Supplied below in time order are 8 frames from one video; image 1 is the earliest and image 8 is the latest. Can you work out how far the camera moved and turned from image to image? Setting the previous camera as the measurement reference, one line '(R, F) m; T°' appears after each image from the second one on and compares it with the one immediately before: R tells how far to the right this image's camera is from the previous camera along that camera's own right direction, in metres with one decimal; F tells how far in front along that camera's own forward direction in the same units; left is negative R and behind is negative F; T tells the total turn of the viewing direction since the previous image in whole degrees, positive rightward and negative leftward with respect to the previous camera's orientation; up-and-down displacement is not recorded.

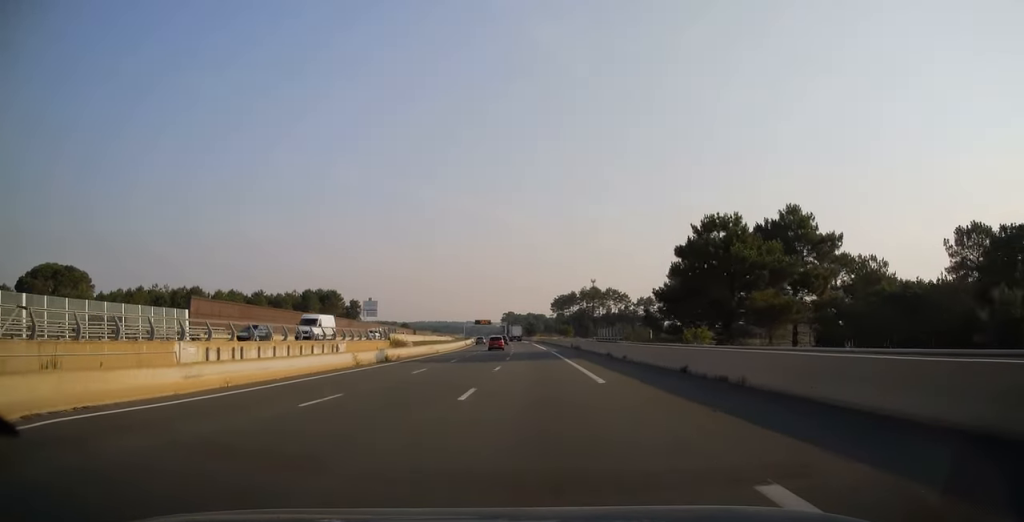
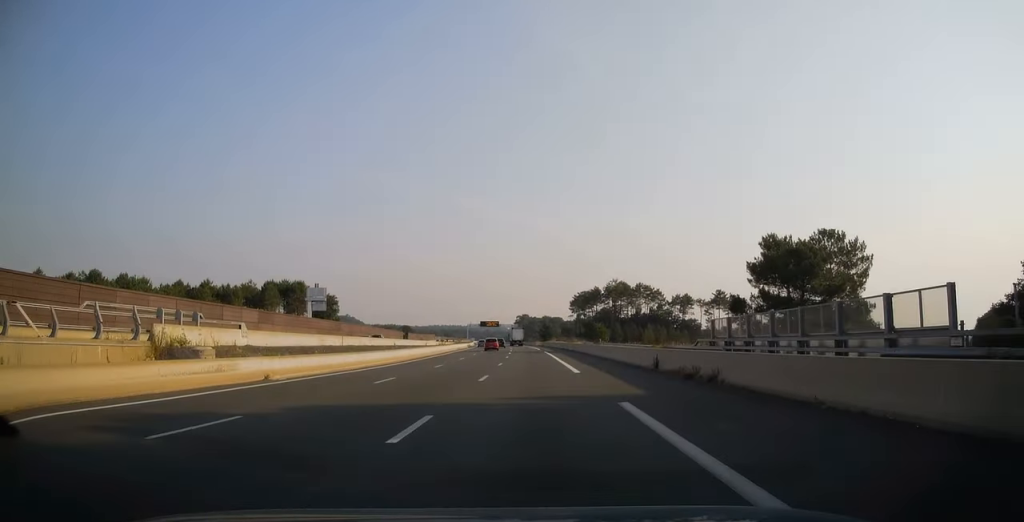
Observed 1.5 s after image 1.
(-0.6, +44.3) m; -2°
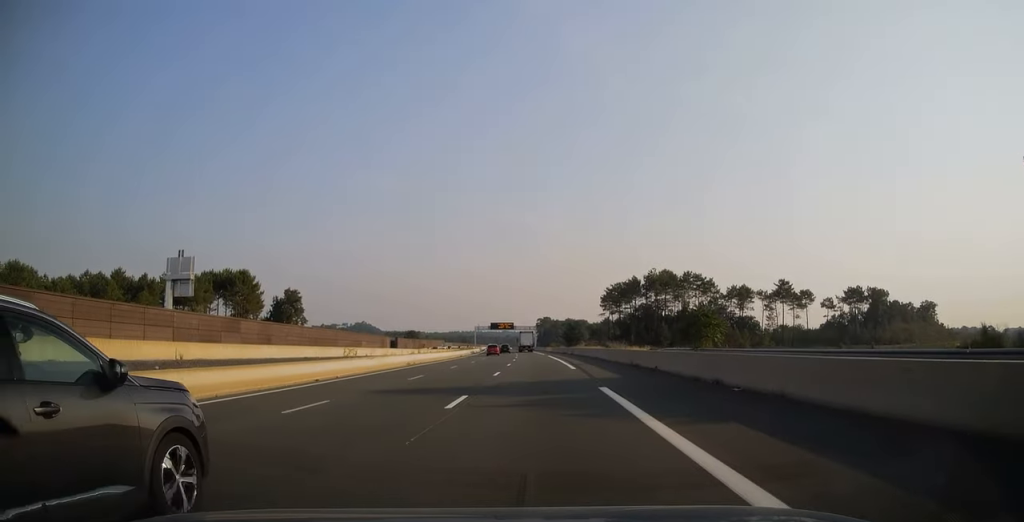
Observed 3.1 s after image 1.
(-0.8, +46.8) m; -2°
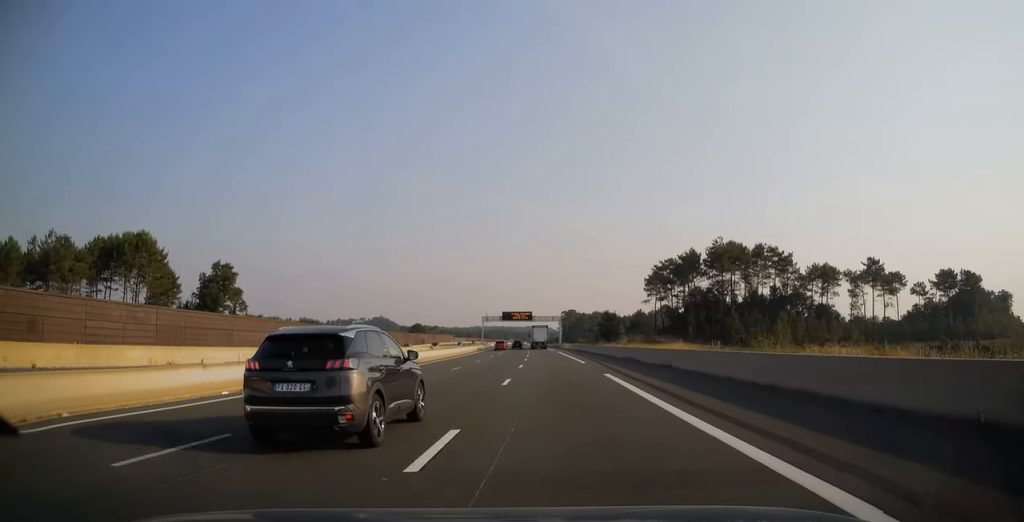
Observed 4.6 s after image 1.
(-0.9, +45.4) m; -2°
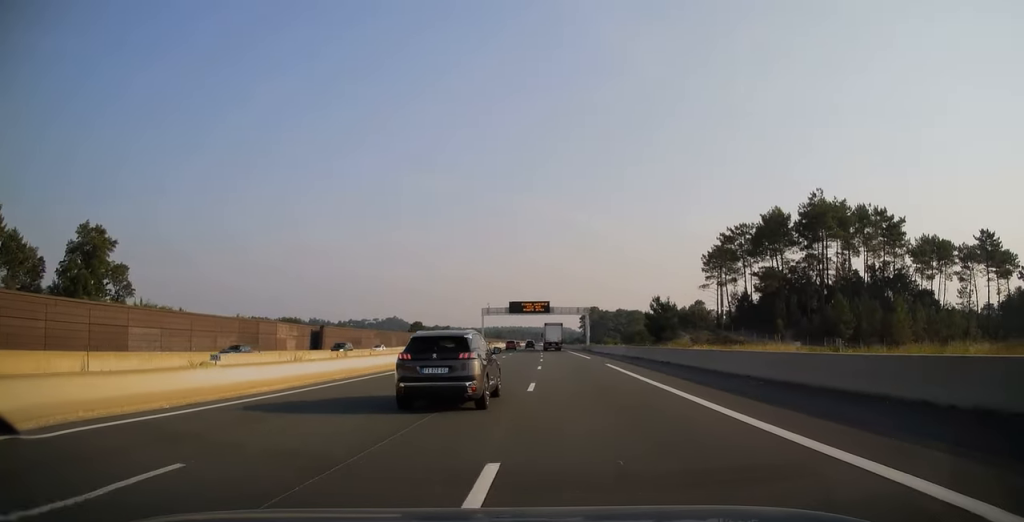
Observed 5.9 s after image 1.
(-0.5, +41.7) m; -1°
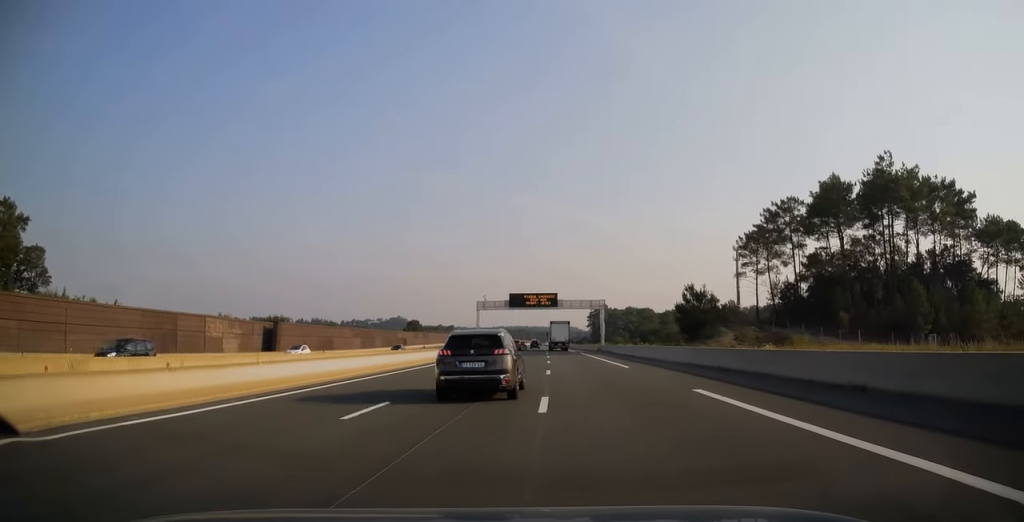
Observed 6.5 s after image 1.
(-0.1, +18.5) m; -1°
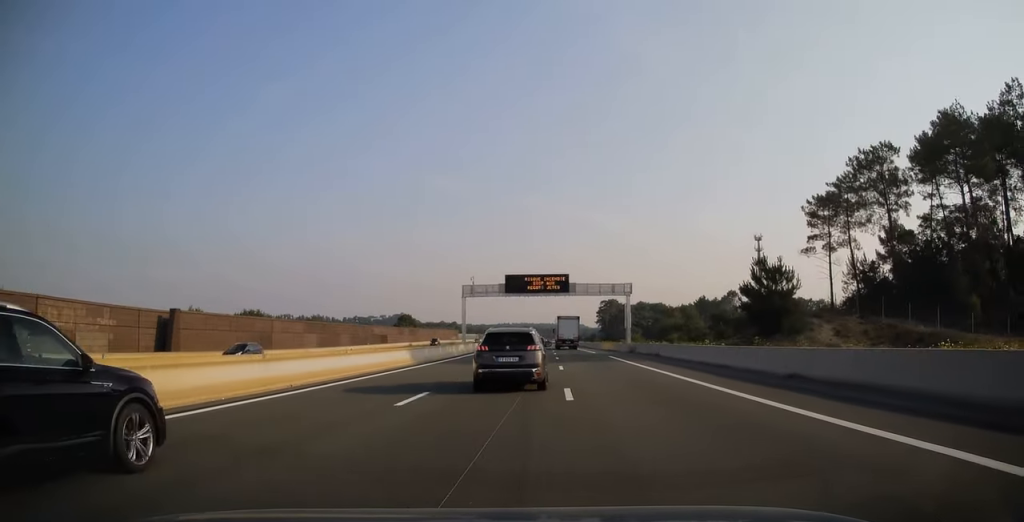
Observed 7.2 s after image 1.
(-0.2, +24.0) m; -1°
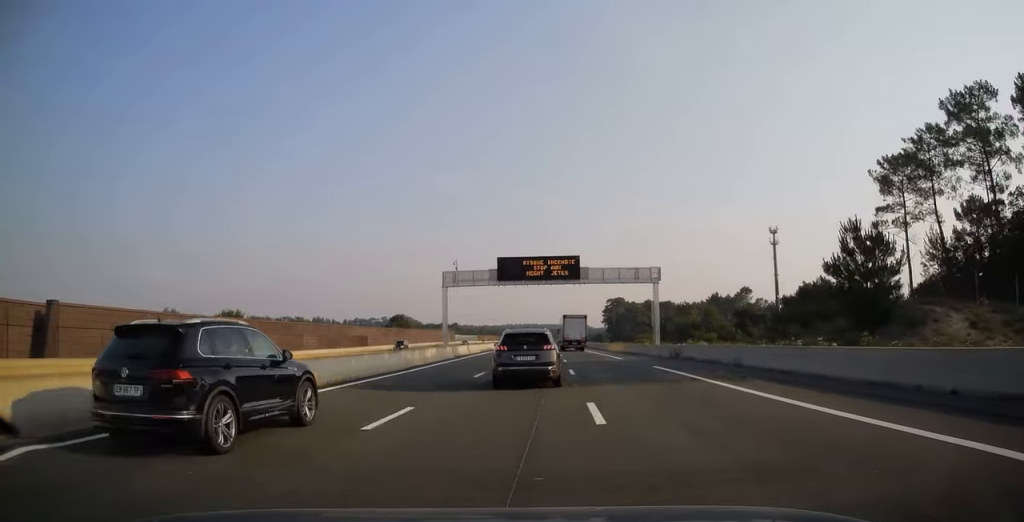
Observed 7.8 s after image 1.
(0.0, +16.6) m; 0°
